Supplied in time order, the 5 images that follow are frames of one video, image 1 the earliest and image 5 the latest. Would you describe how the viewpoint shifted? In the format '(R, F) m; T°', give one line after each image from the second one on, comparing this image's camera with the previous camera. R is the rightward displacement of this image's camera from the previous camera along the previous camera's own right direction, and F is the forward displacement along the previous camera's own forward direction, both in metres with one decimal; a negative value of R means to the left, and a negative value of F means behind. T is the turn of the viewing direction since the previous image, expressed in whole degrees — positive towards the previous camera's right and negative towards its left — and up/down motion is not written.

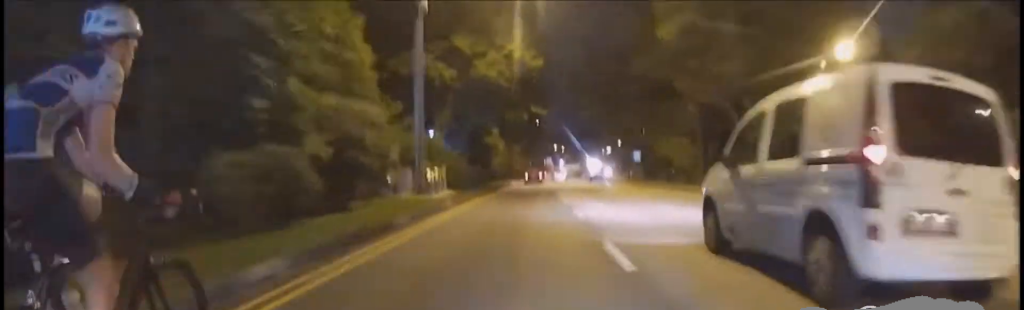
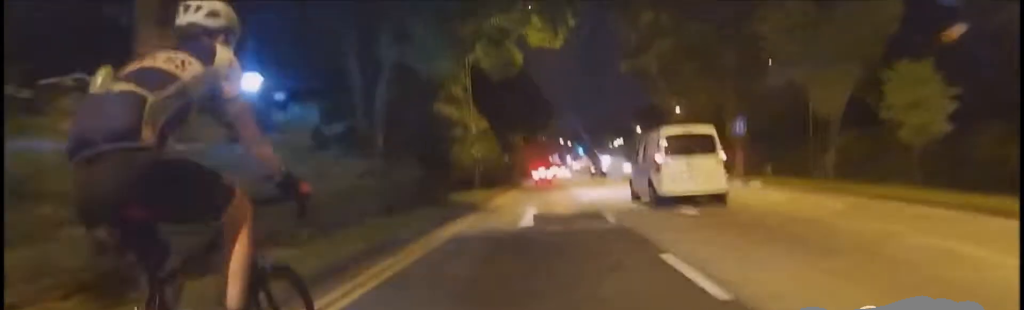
(+0.1, +25.3) m; 0°
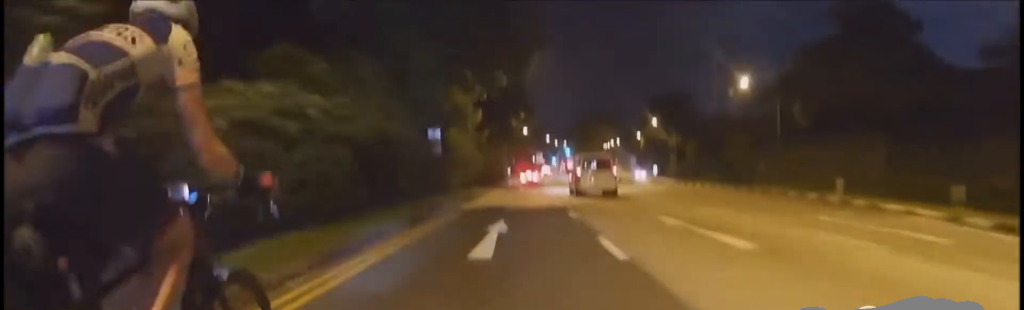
(+2.7, +33.8) m; +6°
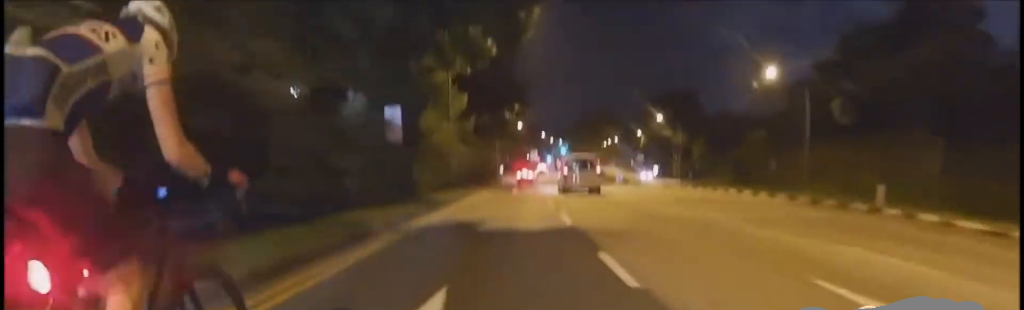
(0.0, +7.3) m; 0°
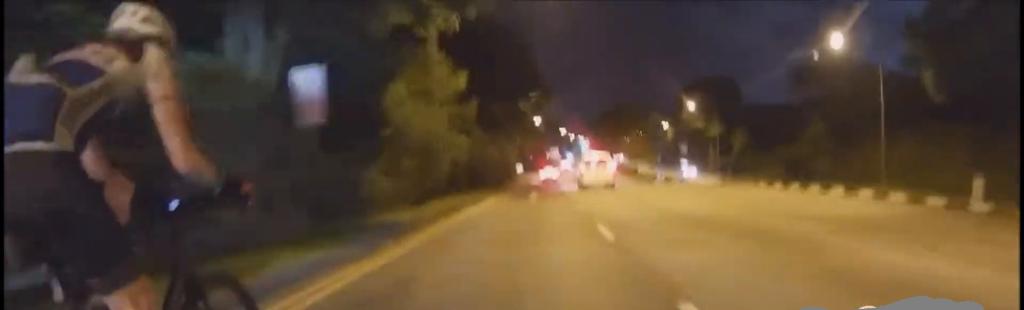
(0.0, +8.9) m; 0°
